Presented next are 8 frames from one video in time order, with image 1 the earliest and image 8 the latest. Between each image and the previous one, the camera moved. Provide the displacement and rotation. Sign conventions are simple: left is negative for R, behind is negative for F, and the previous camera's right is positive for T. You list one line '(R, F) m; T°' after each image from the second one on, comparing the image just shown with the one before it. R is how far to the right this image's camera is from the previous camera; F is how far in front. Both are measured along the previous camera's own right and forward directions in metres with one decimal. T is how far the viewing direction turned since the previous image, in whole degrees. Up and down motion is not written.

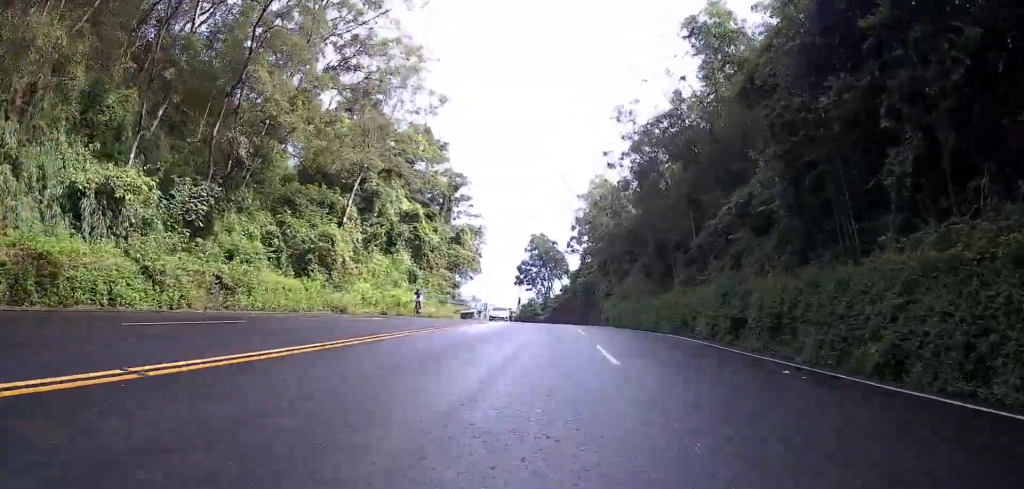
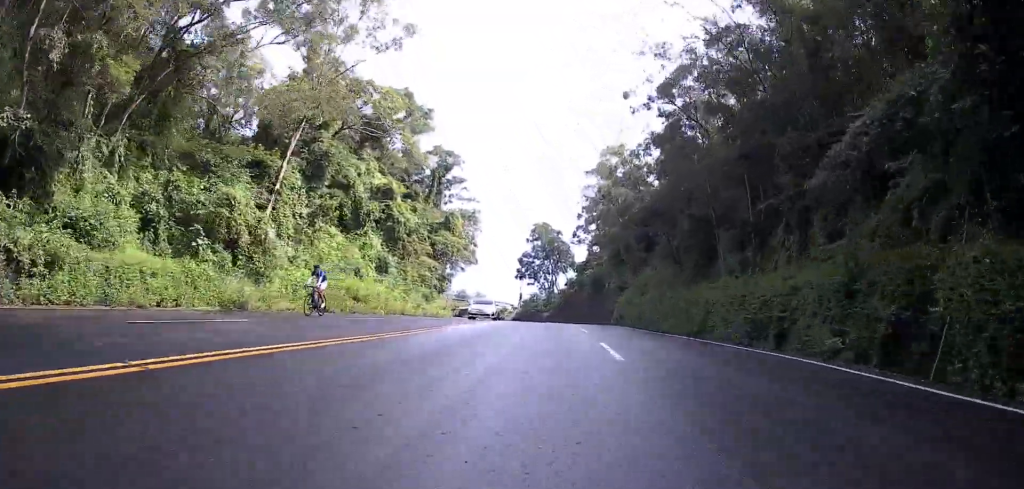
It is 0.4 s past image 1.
(-0.3, +9.8) m; 0°
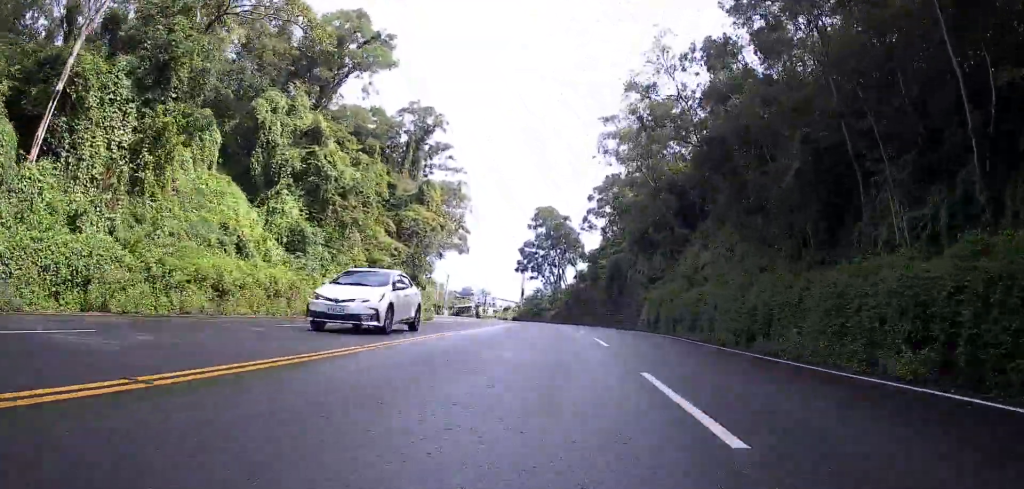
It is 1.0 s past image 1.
(+0.7, +15.1) m; 0°
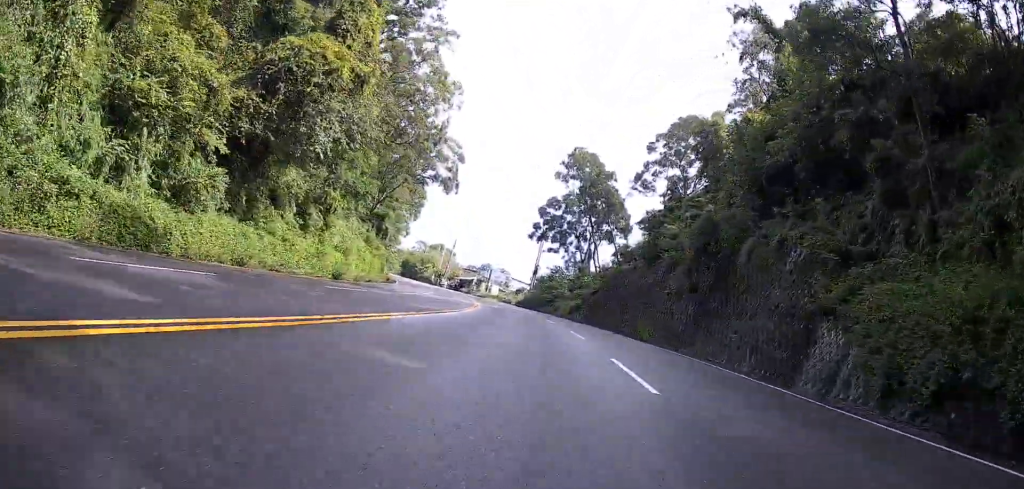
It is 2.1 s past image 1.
(-0.7, +26.8) m; -5°
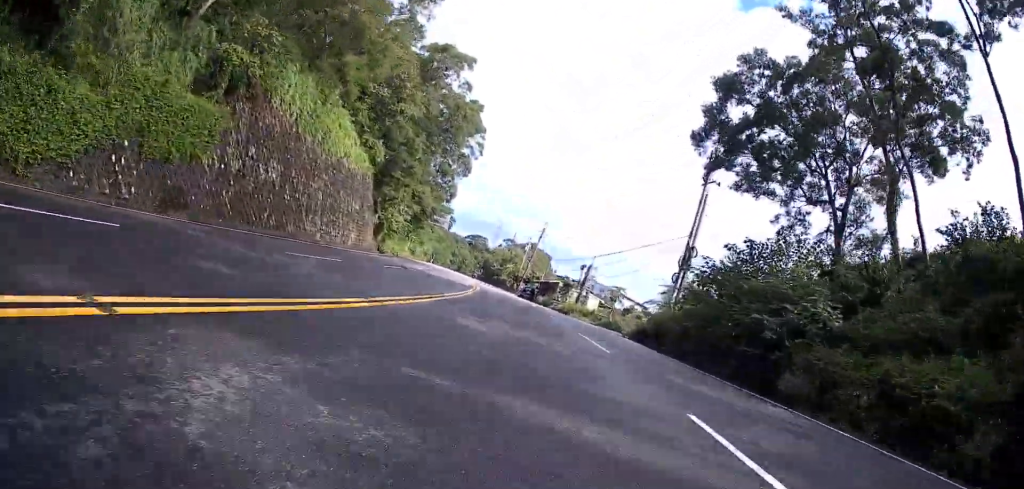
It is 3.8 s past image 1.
(-3.0, +44.4) m; -7°
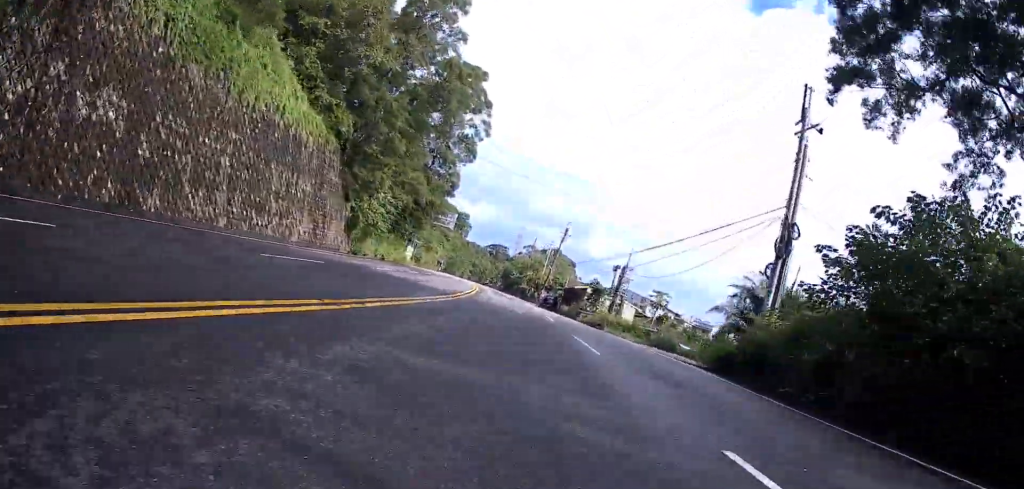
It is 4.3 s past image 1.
(+0.4, +11.8) m; -2°
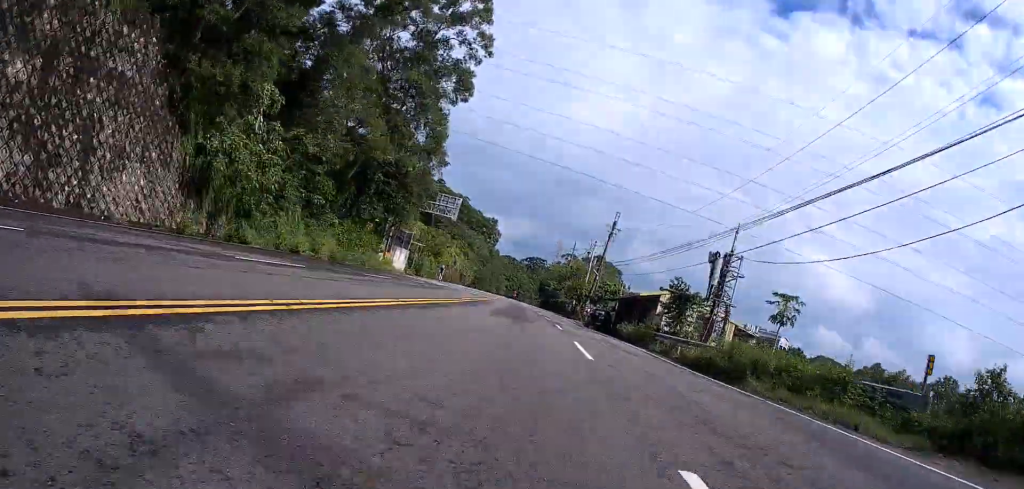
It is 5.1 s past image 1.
(-1.5, +21.1) m; -4°
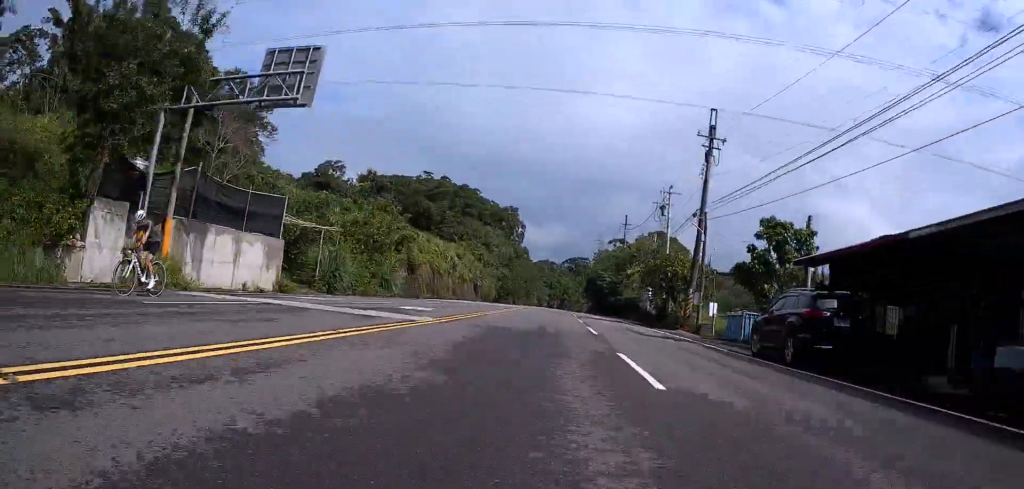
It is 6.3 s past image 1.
(-0.8, +33.8) m; -2°
